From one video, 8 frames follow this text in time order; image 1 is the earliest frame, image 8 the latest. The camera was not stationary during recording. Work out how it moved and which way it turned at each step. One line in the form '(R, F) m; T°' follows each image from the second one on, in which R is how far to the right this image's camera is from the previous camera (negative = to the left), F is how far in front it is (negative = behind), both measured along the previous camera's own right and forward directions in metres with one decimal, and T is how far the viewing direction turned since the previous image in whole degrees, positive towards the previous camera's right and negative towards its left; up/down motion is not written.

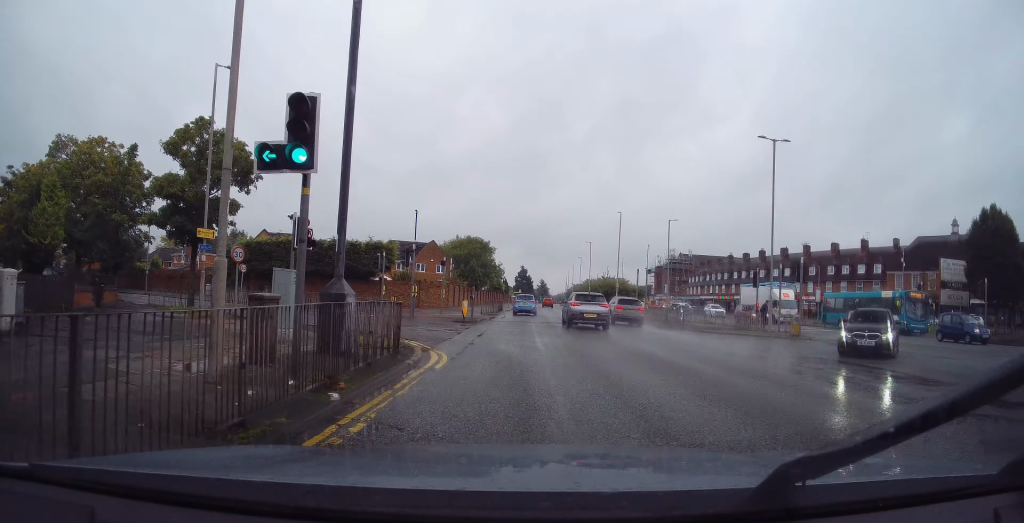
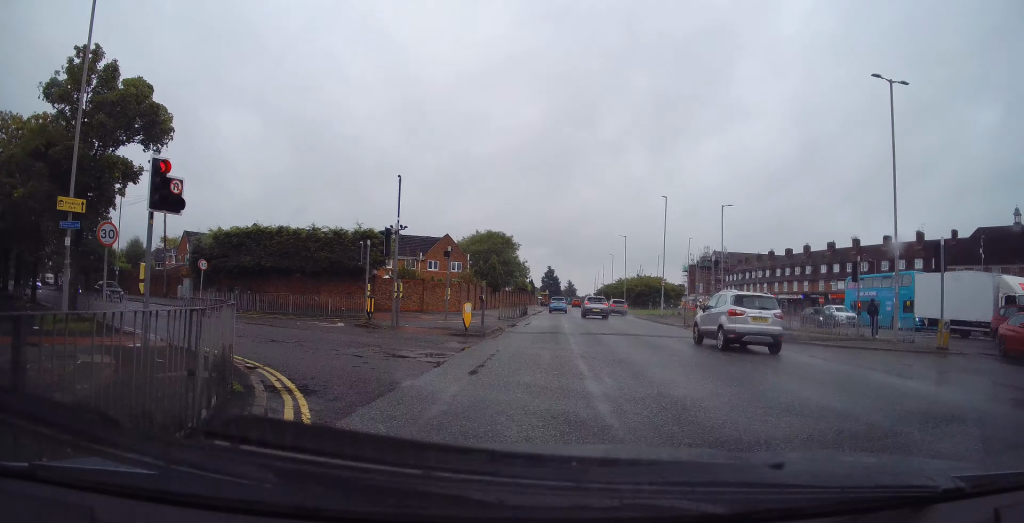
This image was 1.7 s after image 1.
(+0.1, +8.6) m; +4°
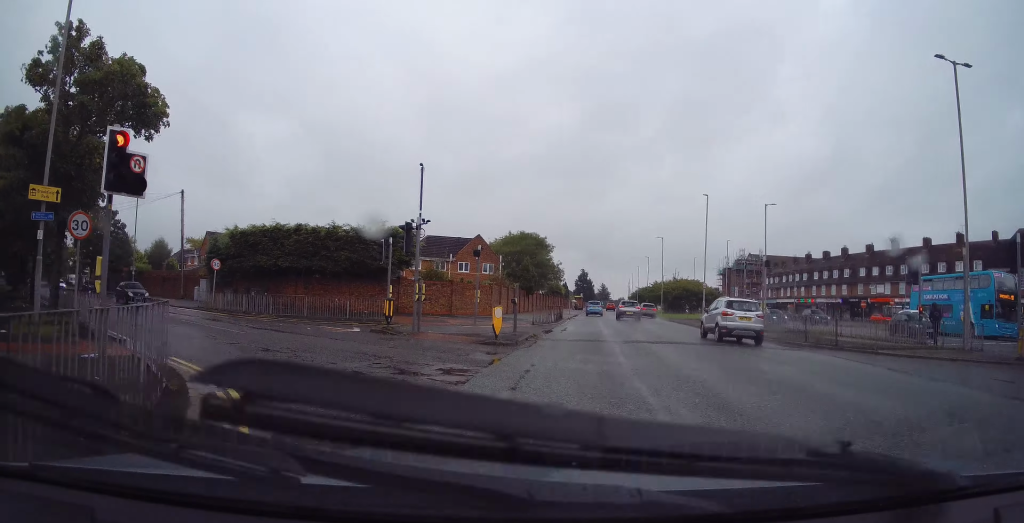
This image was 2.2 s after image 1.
(0.0, +2.2) m; -5°
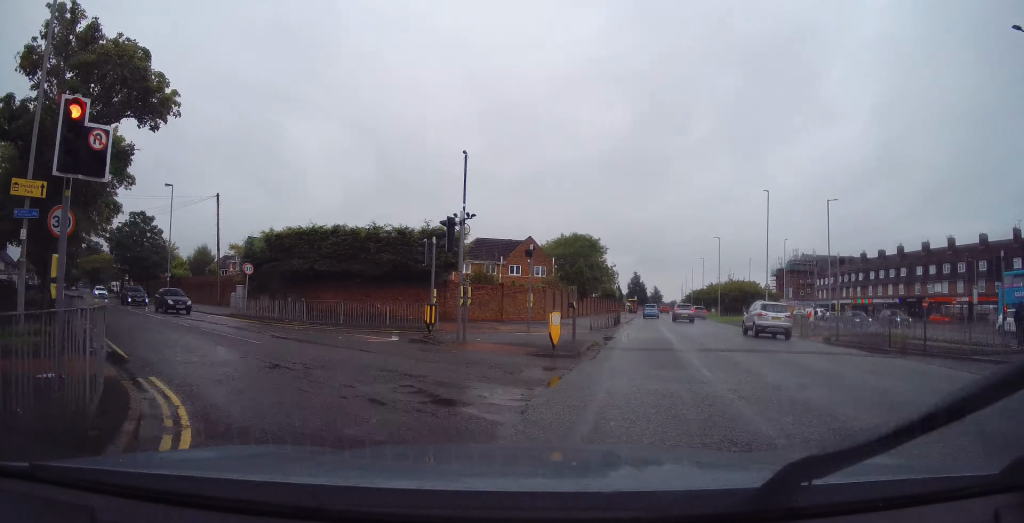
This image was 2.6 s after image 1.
(+0.2, +2.0) m; -5°
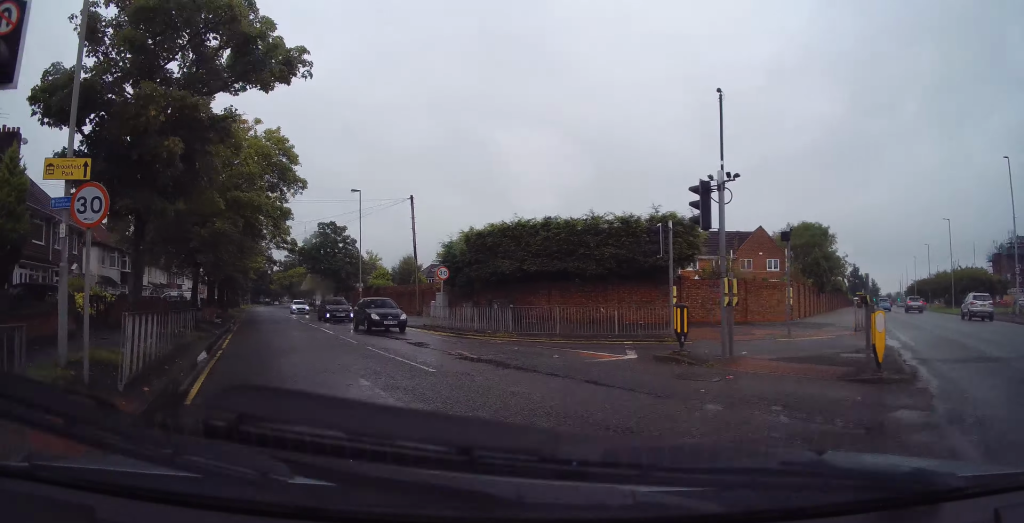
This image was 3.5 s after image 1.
(-0.8, +4.4) m; -19°
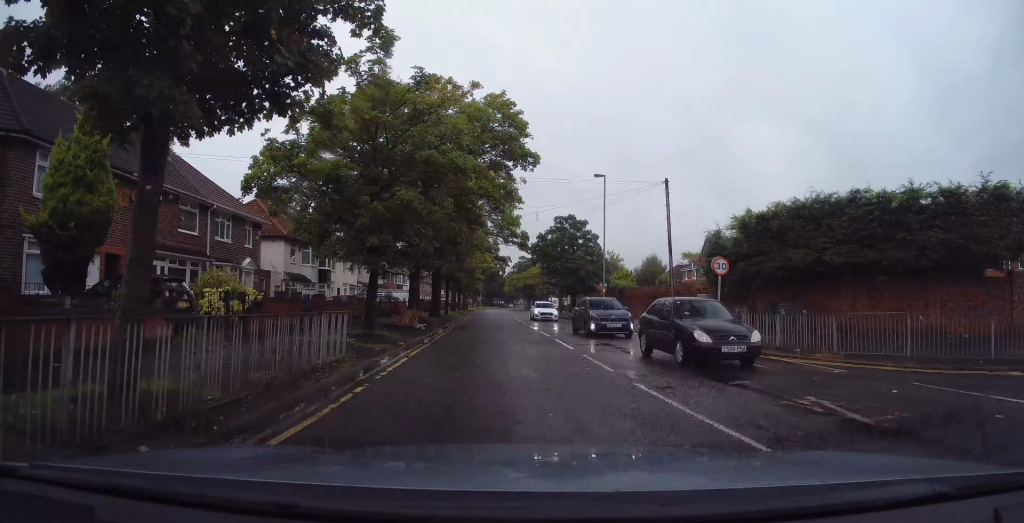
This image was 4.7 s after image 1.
(-1.2, +6.0) m; -20°
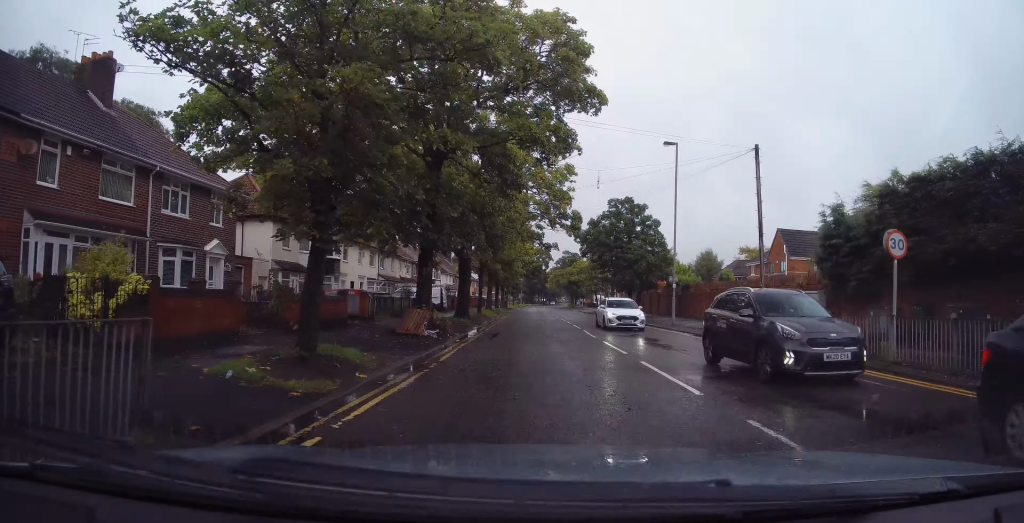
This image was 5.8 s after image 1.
(-0.8, +7.0) m; -8°
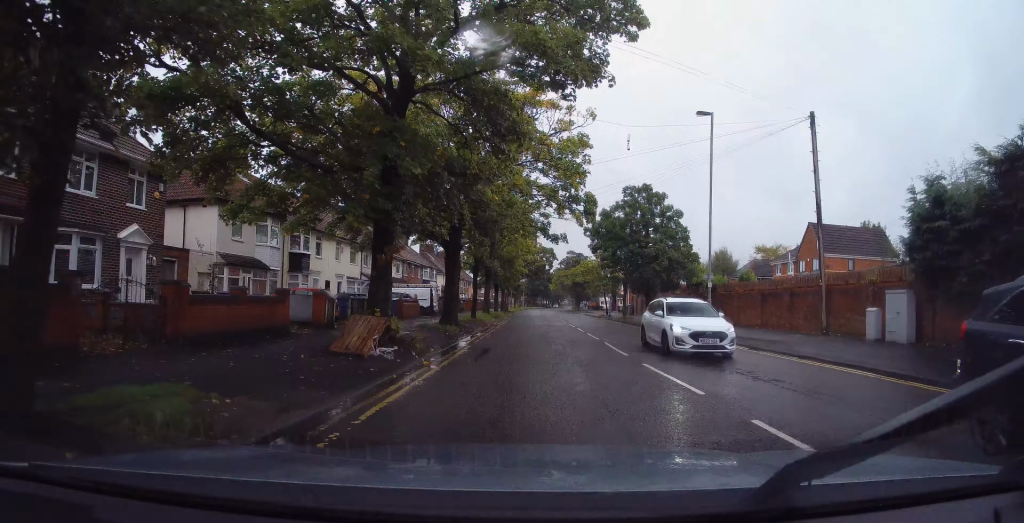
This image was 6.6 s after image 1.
(-0.1, +5.4) m; -1°
